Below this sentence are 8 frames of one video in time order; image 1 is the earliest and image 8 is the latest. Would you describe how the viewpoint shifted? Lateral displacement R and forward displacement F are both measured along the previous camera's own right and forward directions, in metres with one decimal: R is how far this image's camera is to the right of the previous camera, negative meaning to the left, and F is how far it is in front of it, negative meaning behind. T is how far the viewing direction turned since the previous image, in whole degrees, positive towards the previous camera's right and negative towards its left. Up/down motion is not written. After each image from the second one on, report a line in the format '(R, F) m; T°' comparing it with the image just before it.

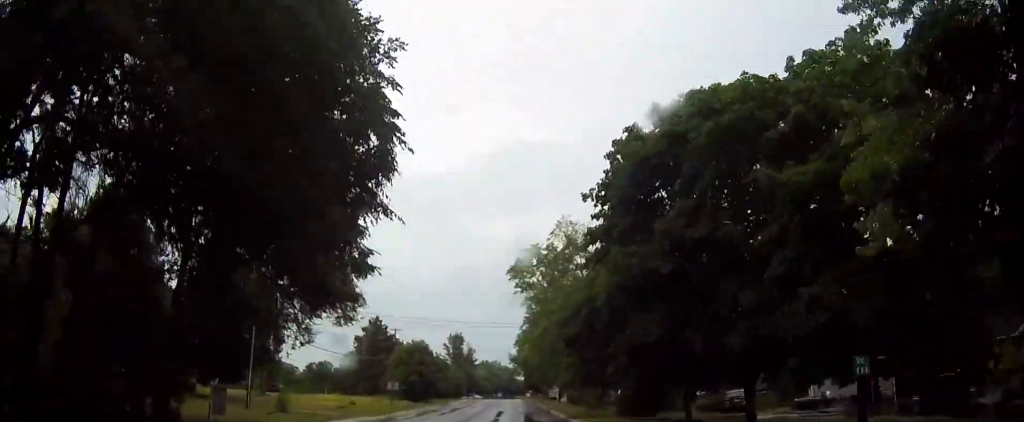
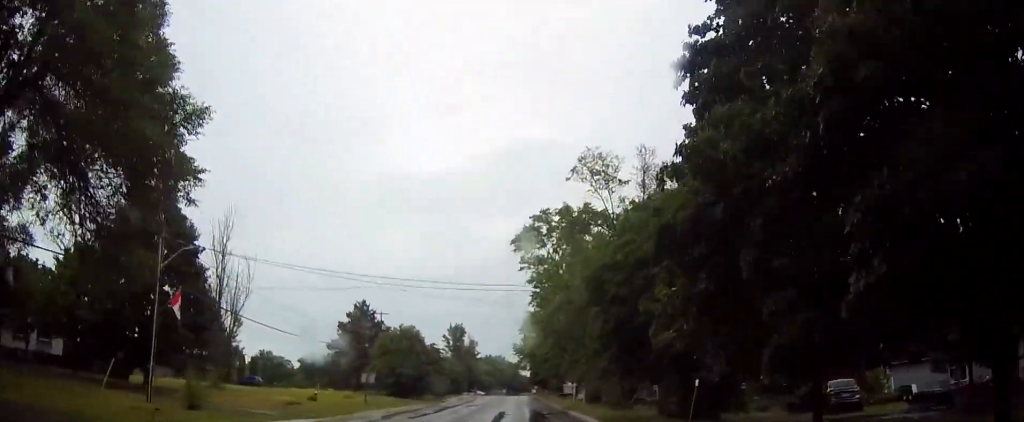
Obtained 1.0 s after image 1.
(0.0, +14.2) m; +1°
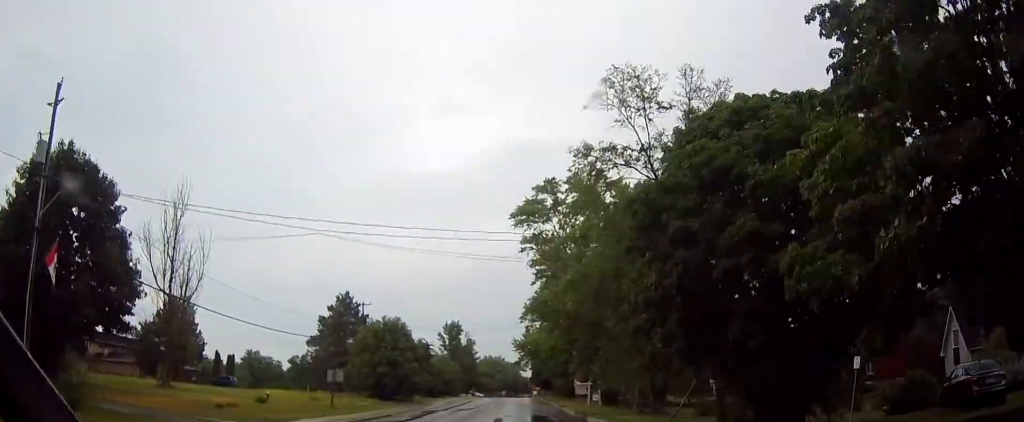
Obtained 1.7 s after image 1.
(+0.2, +10.4) m; 0°
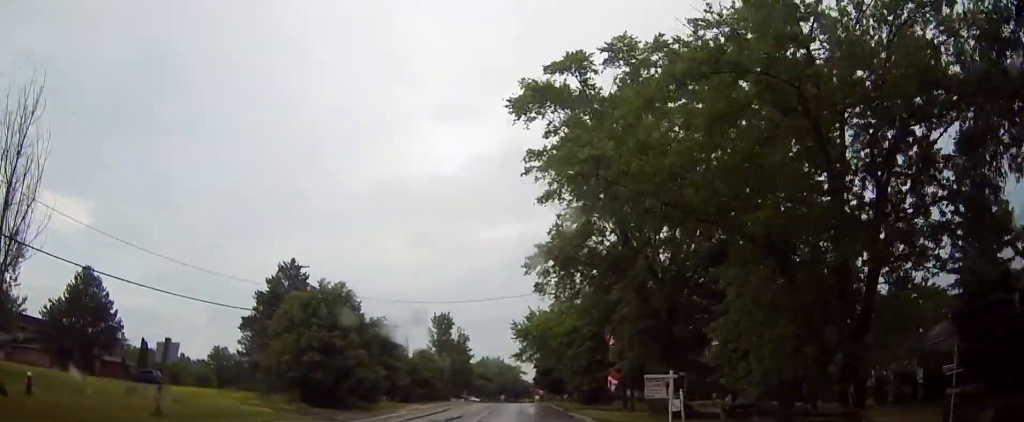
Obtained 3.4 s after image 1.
(-0.5, +23.5) m; 0°
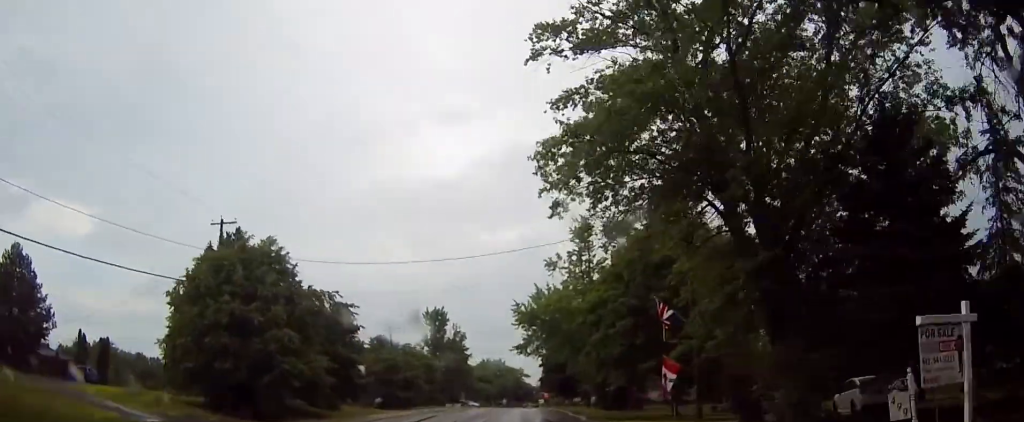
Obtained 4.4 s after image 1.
(+0.3, +14.8) m; 0°
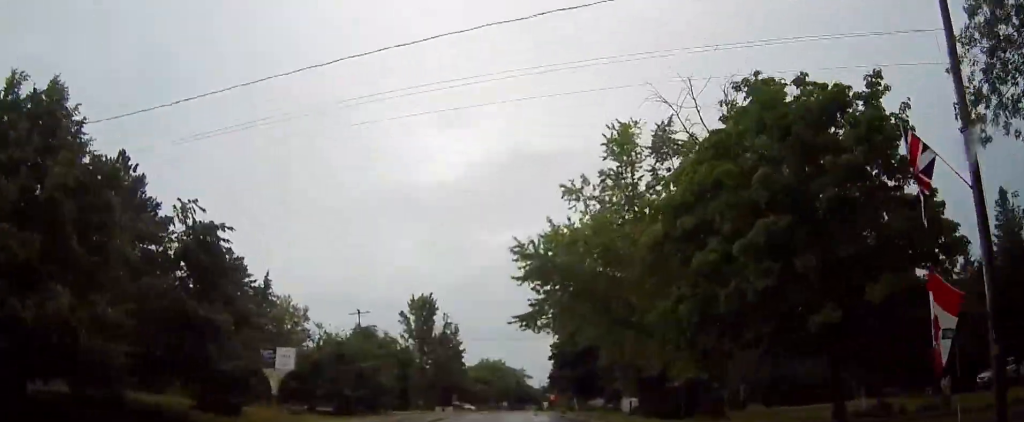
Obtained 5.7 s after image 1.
(-0.1, +18.6) m; +2°
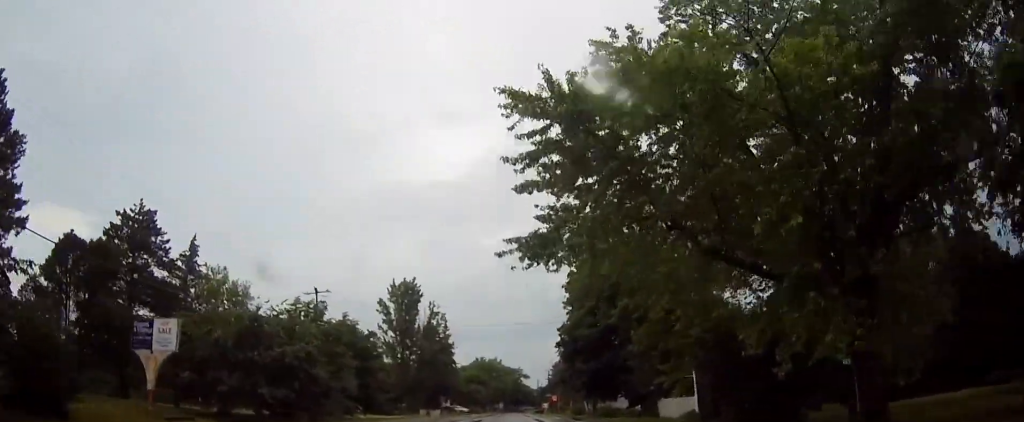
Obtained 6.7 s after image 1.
(+0.4, +14.2) m; +1°
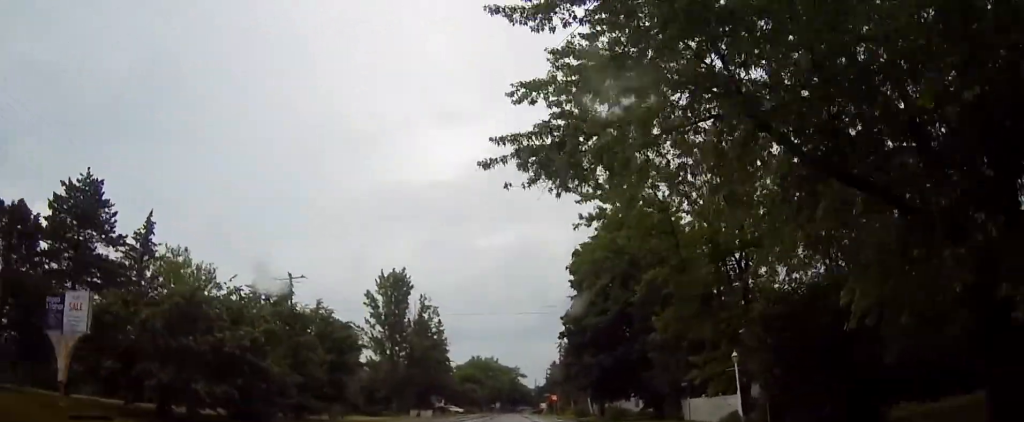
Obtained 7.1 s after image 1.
(-0.1, +6.1) m; -1°
